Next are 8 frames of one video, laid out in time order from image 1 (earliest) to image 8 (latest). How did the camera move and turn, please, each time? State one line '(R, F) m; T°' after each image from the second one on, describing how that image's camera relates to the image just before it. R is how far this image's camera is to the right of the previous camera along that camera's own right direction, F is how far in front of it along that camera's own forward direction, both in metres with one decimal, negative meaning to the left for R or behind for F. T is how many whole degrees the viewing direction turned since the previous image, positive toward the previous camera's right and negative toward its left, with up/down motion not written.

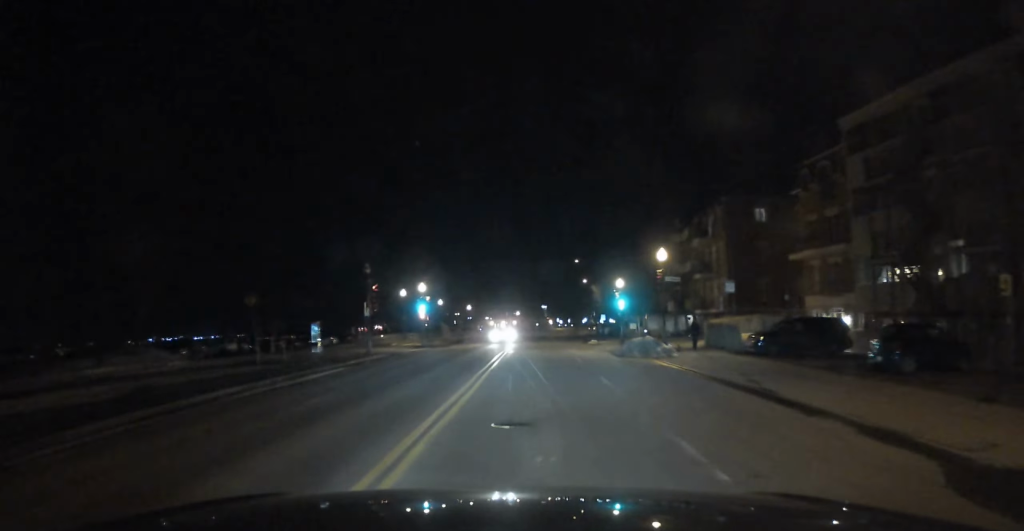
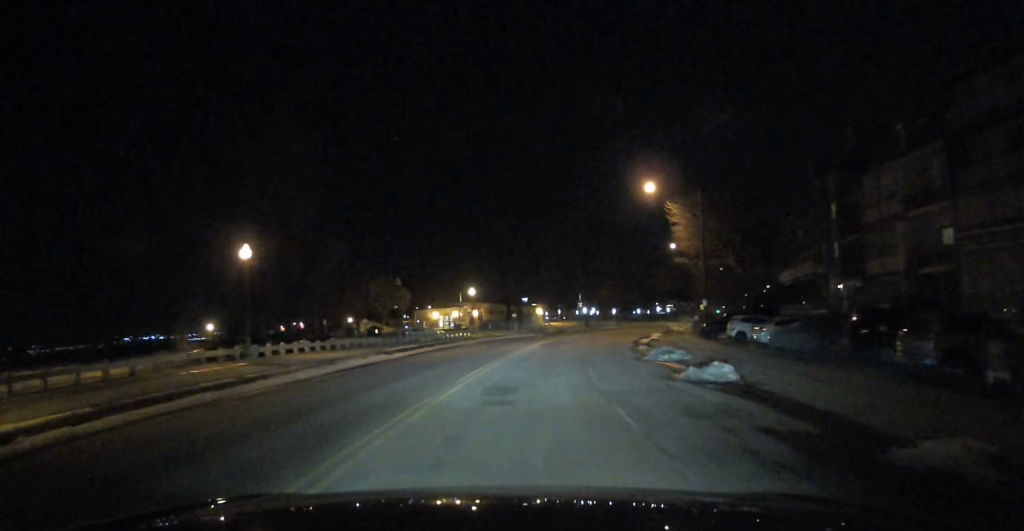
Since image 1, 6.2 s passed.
(+4.8, +91.0) m; +6°
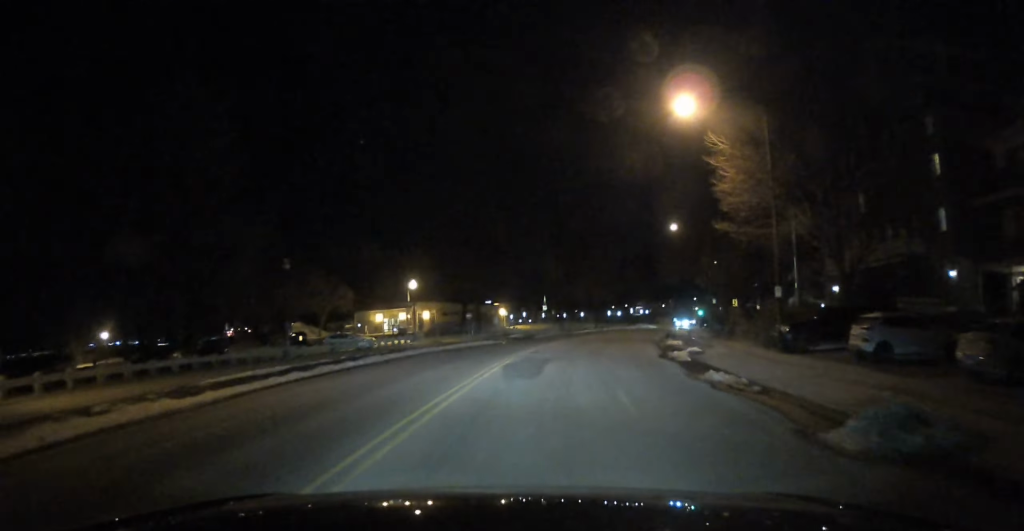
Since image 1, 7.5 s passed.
(-0.8, +18.8) m; +2°
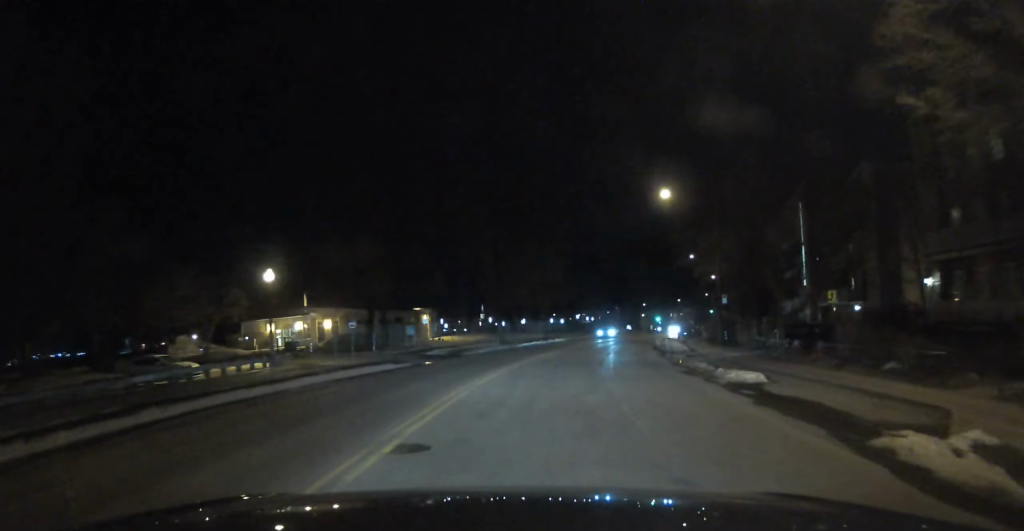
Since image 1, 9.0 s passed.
(+1.4, +21.3) m; +4°
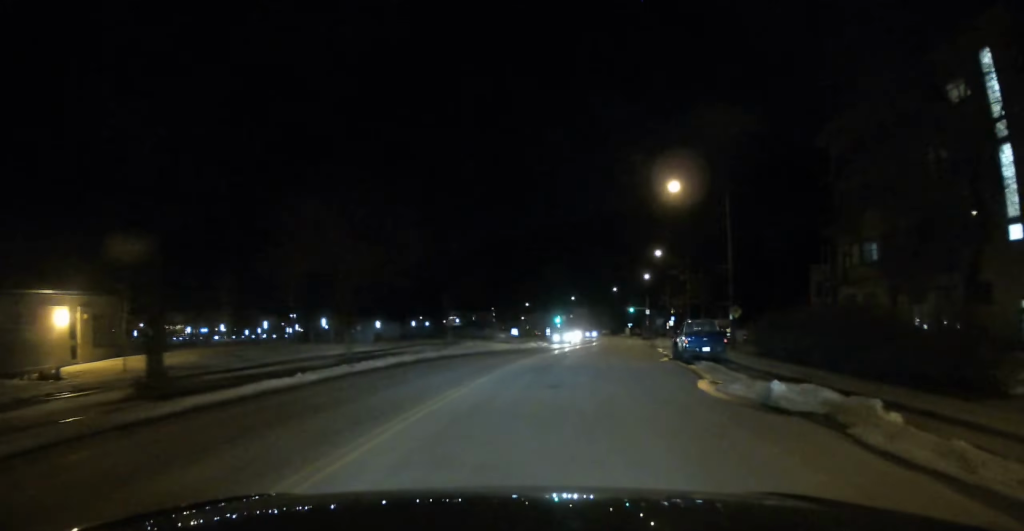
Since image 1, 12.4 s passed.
(+4.5, +47.7) m; +10°
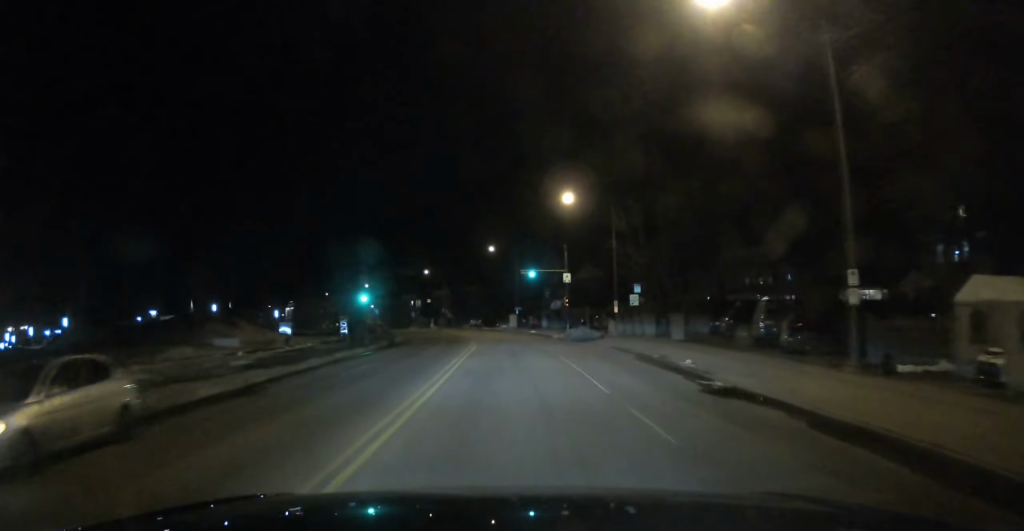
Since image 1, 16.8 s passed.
(+6.1, +61.9) m; +9°
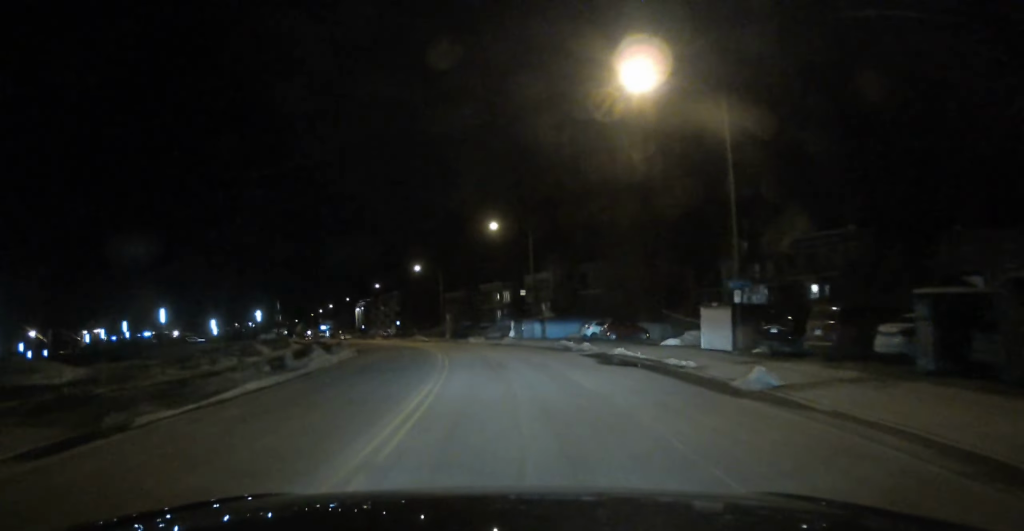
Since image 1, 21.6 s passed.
(-2.8, +65.7) m; -10°
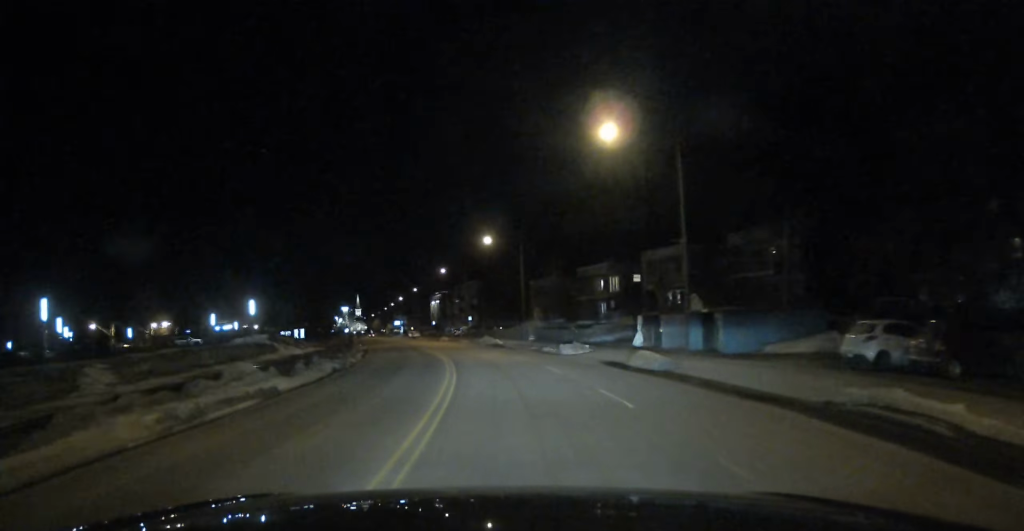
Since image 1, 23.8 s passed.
(-1.9, +30.7) m; -7°
